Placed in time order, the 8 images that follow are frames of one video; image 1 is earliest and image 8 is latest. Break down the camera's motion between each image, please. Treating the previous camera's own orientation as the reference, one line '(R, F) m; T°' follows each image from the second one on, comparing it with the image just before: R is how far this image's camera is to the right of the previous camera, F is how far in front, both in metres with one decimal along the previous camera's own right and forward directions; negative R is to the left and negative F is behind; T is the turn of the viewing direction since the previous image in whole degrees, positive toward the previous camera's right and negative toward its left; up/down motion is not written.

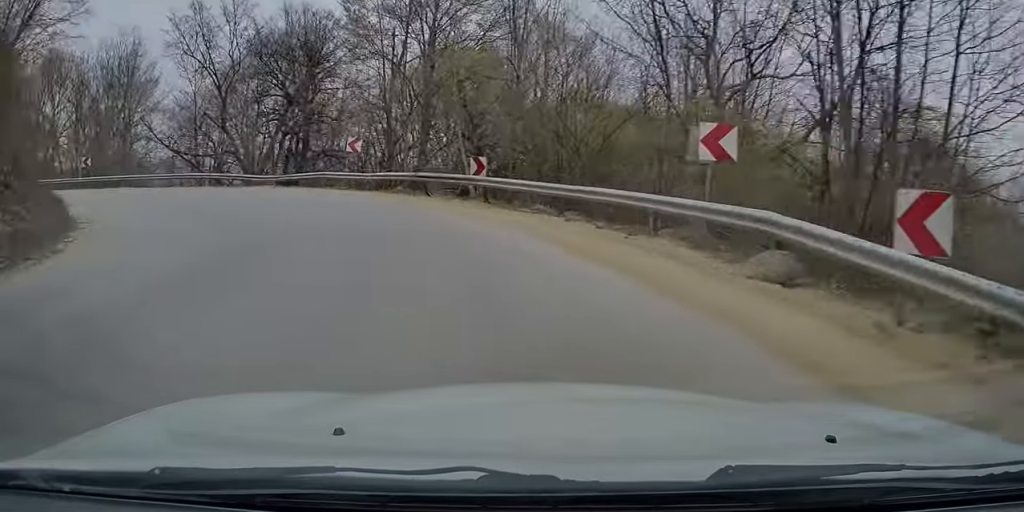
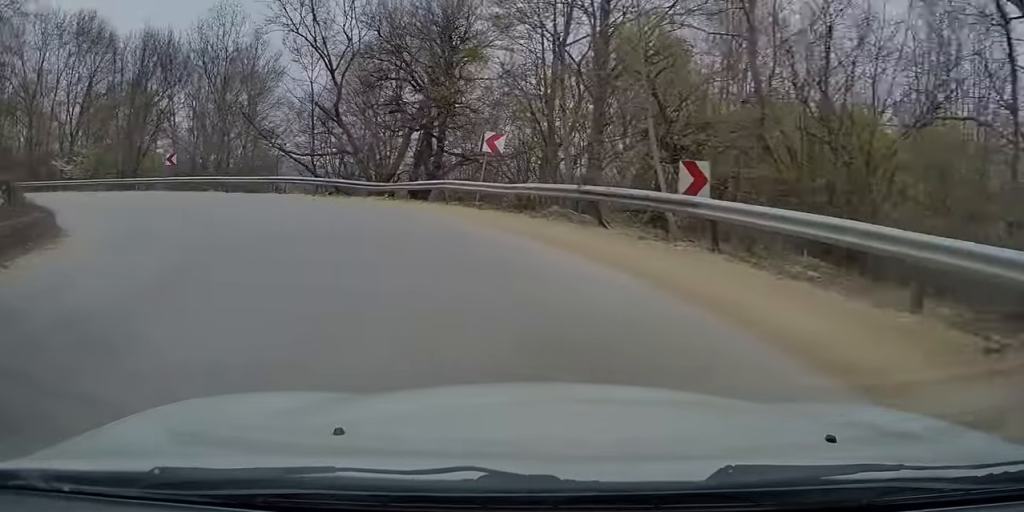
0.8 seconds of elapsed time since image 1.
(-1.1, +8.1) m; -16°
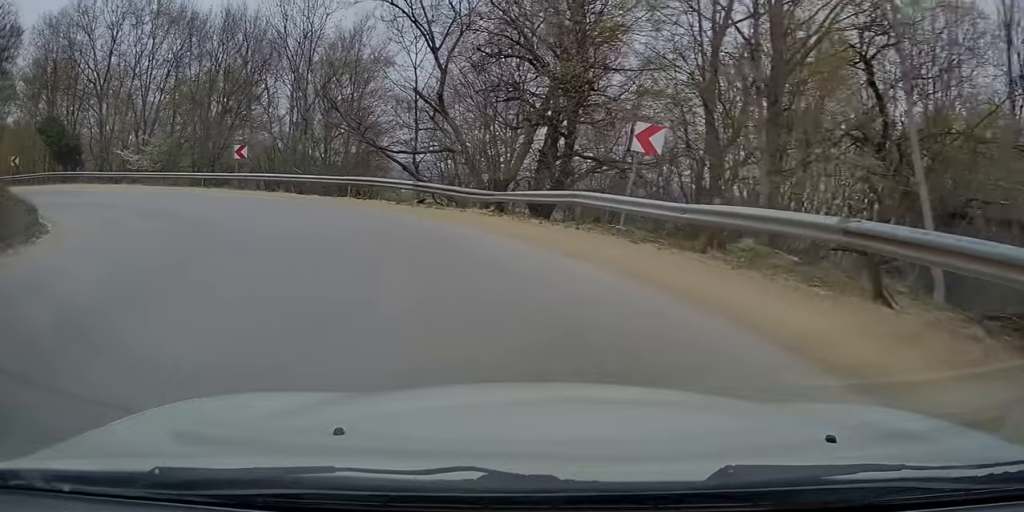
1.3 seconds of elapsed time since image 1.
(-0.1, +6.0) m; -12°
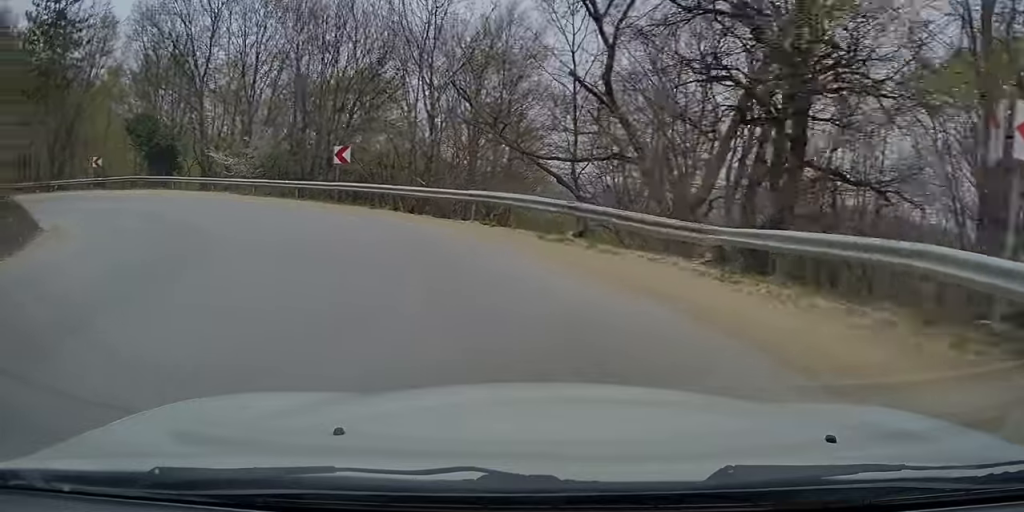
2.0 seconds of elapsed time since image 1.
(-1.4, +6.9) m; -16°
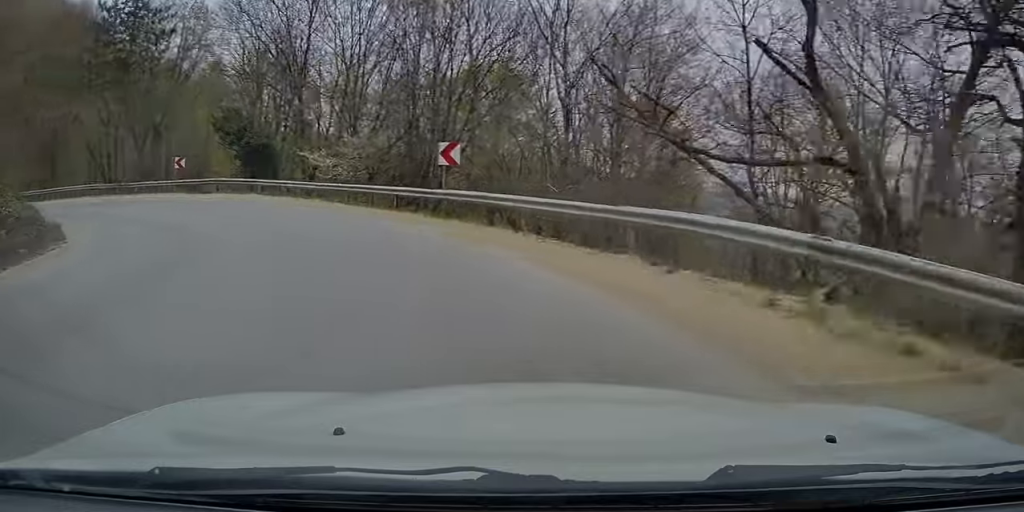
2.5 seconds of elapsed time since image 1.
(-0.4, +5.1) m; -11°
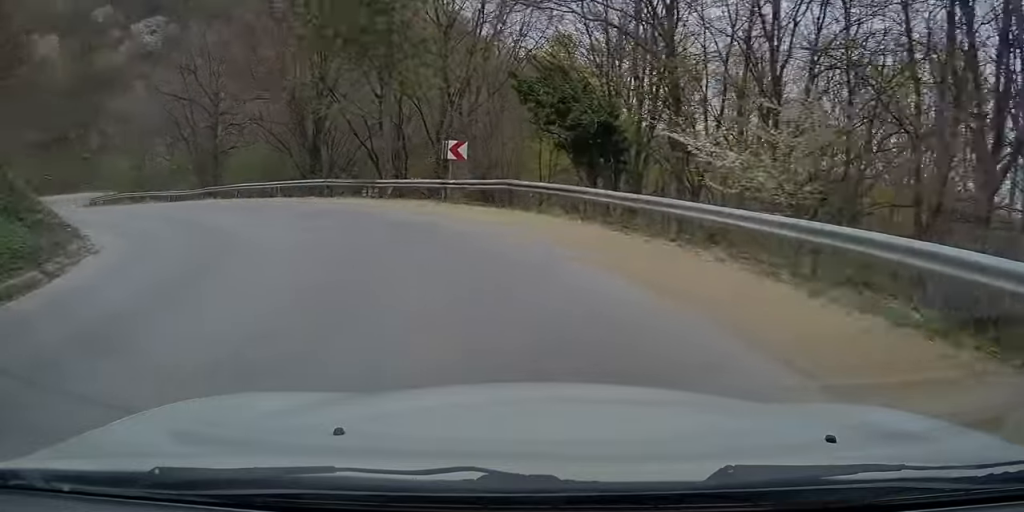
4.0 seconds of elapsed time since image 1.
(-3.5, +15.0) m; -26°
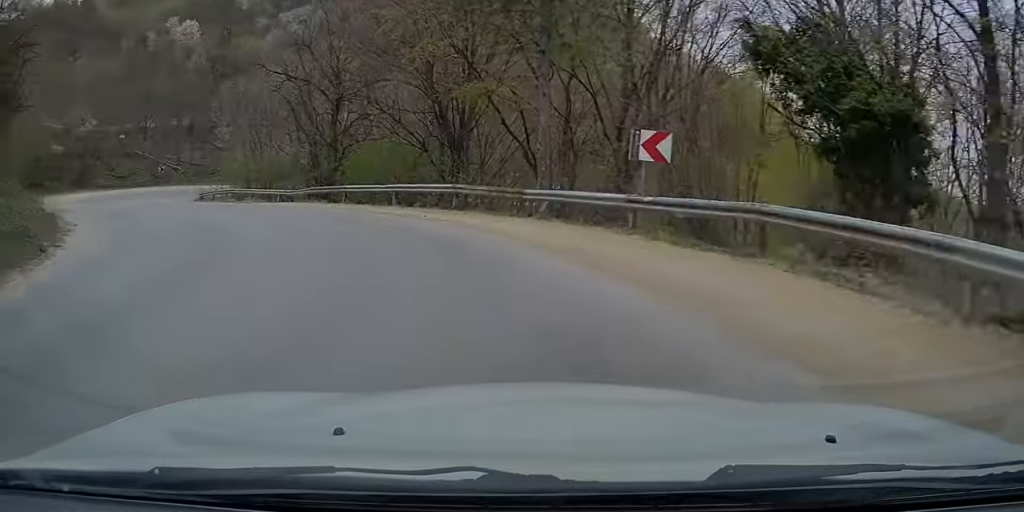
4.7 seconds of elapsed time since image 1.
(-1.0, +7.6) m; -17°
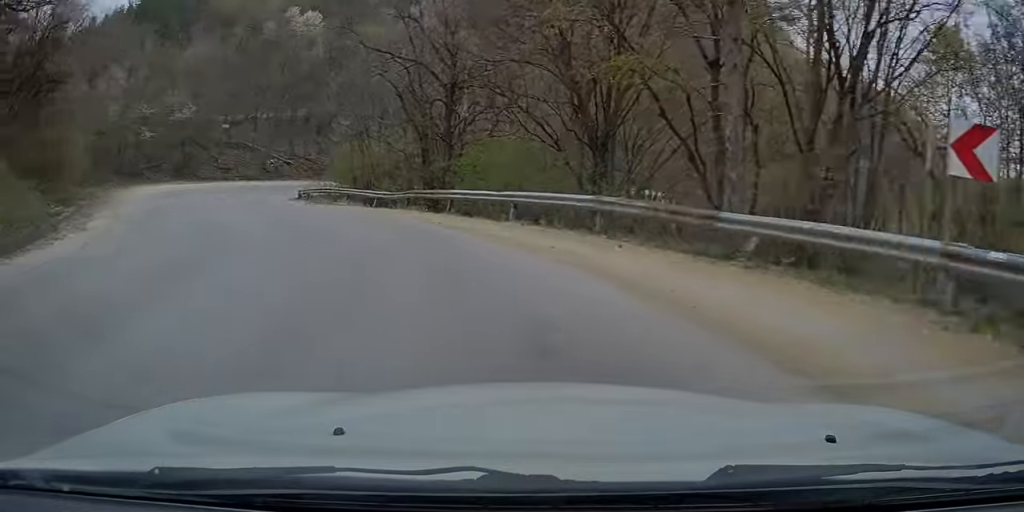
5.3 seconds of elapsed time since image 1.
(-0.3, +5.8) m; -14°
